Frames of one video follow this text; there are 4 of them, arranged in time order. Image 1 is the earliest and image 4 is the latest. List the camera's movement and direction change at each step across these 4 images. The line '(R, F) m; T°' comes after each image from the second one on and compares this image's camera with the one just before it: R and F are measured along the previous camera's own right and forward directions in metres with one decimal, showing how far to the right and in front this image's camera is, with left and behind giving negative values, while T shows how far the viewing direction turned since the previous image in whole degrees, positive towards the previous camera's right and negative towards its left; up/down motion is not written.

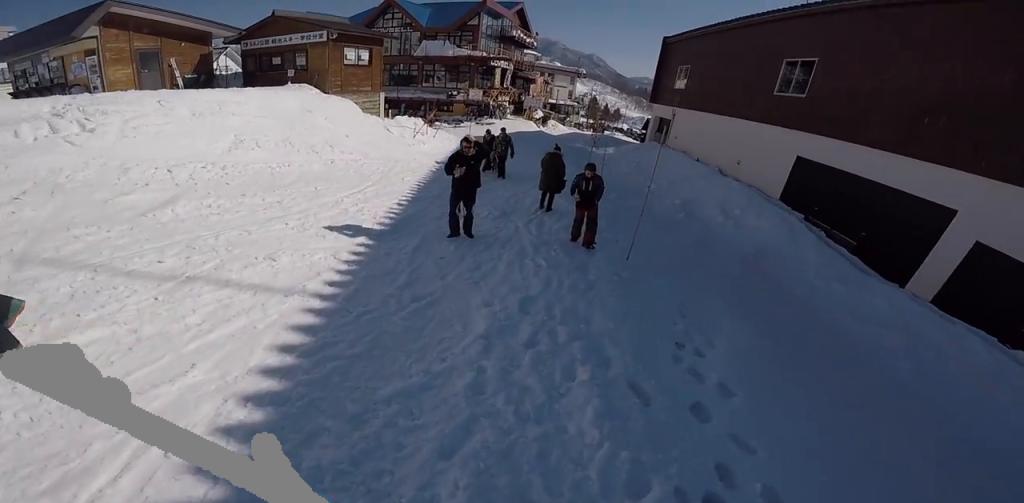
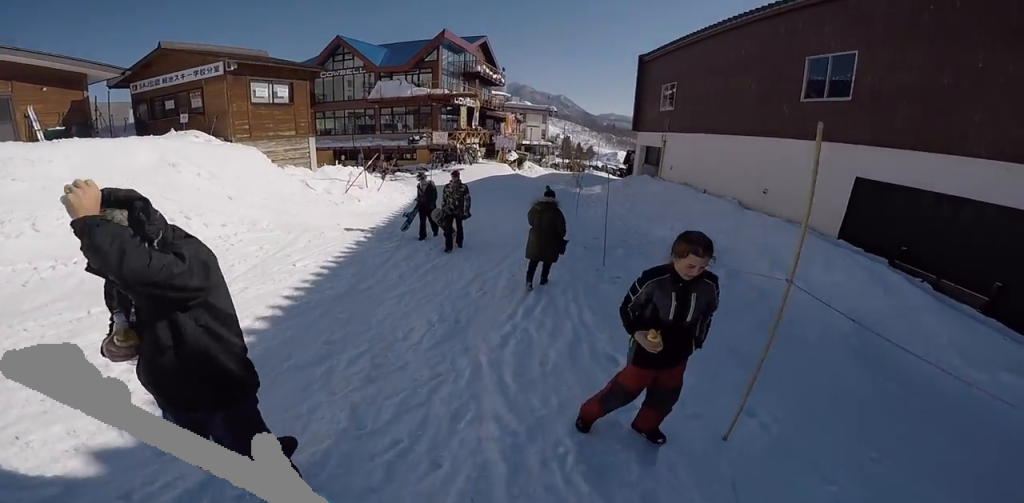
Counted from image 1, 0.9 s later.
(-0.2, +3.8) m; -10°
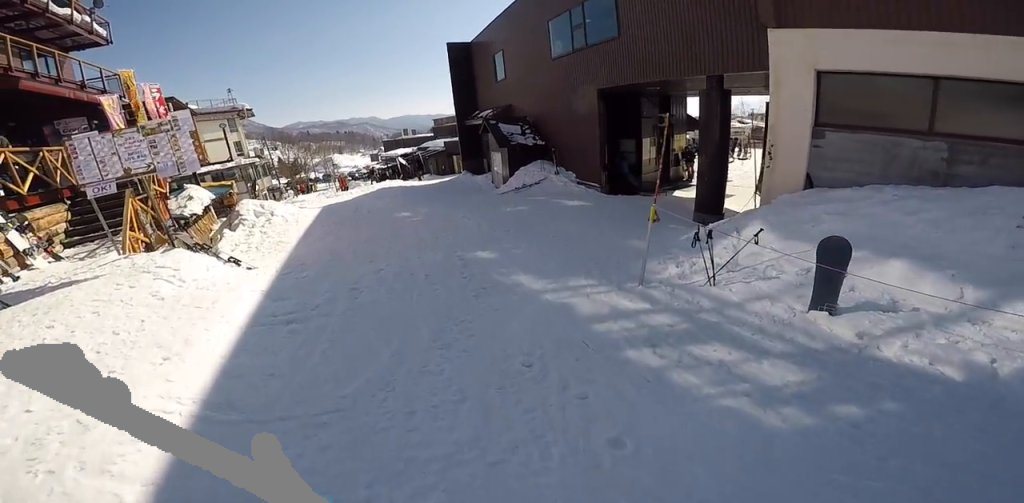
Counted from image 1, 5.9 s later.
(+4.0, +18.8) m; +45°
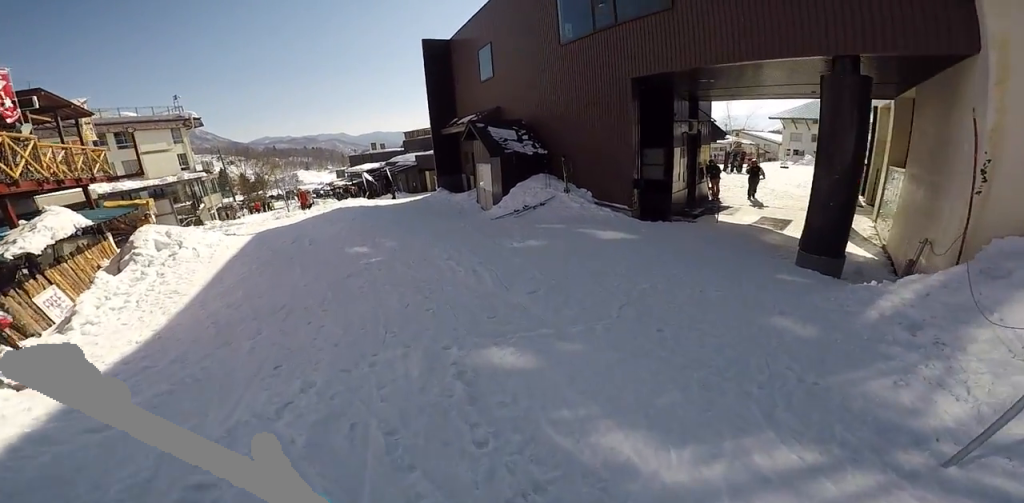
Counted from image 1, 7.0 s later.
(+0.1, +3.6) m; +13°
